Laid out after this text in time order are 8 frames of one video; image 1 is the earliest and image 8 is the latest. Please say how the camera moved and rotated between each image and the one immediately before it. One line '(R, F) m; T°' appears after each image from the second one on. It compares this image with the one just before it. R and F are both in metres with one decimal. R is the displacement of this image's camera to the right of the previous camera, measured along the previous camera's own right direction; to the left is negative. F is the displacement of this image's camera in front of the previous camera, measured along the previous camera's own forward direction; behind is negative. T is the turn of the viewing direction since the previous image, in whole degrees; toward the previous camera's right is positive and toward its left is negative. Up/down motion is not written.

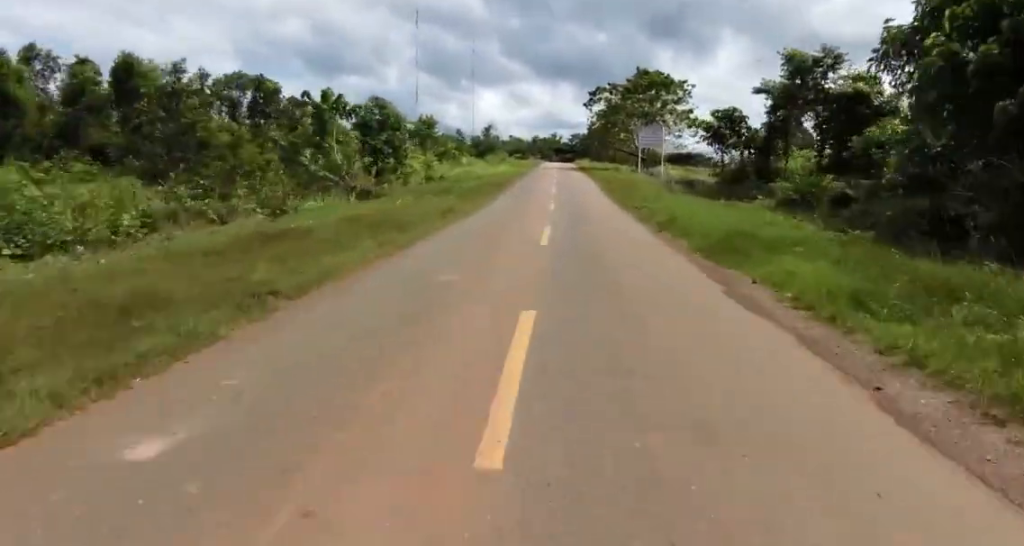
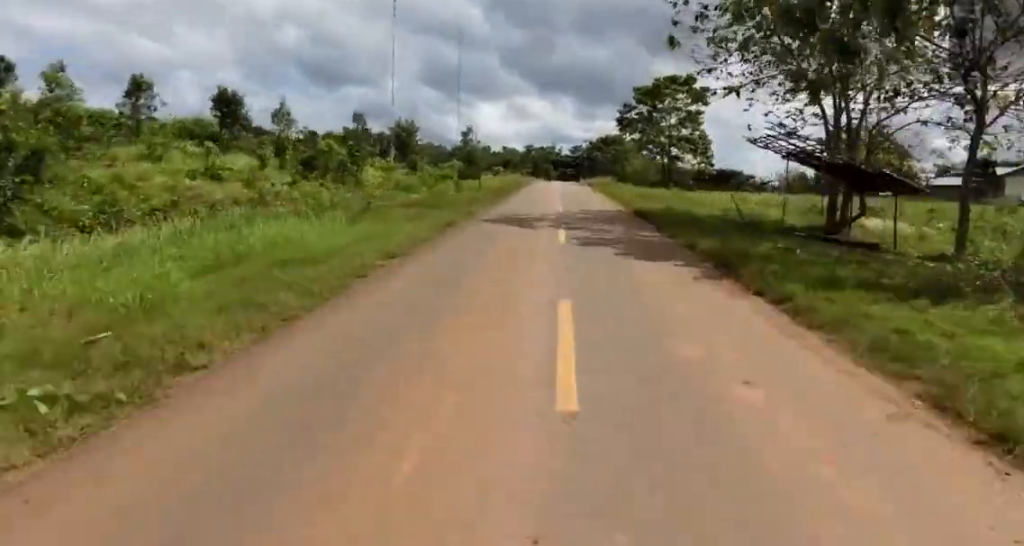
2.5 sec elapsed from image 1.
(0.0, +44.9) m; 0°
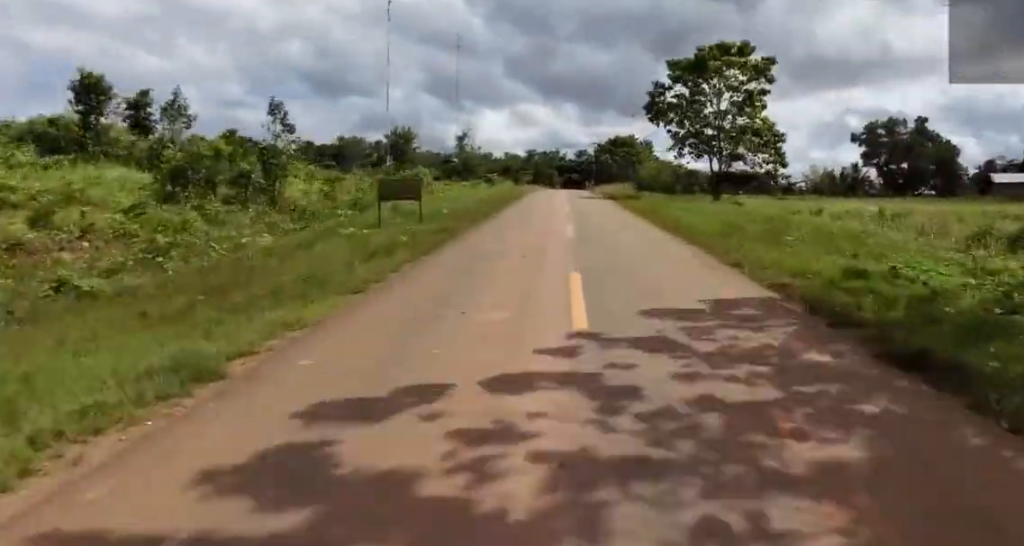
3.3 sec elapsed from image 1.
(0.0, +13.7) m; 0°
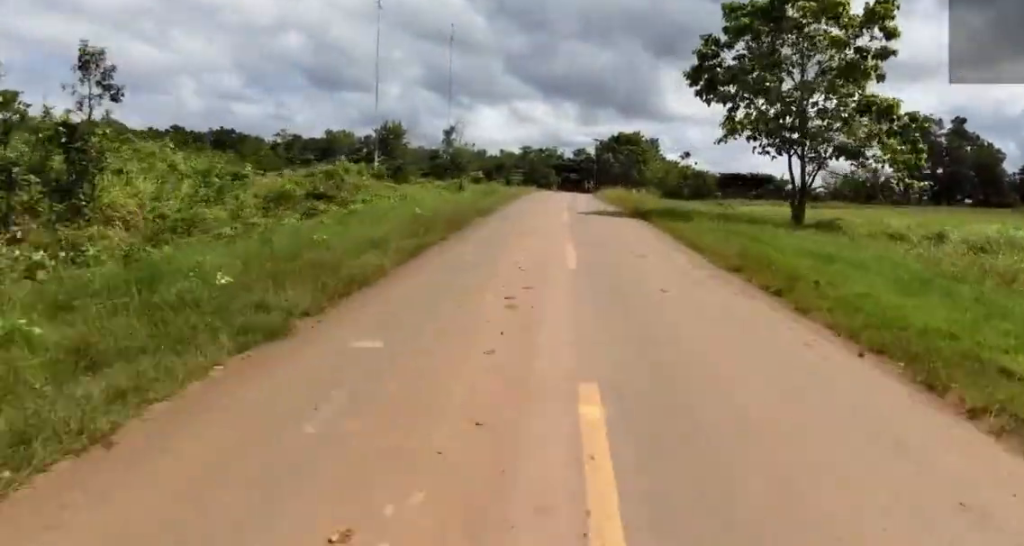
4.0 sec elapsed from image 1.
(0.0, +11.8) m; +1°
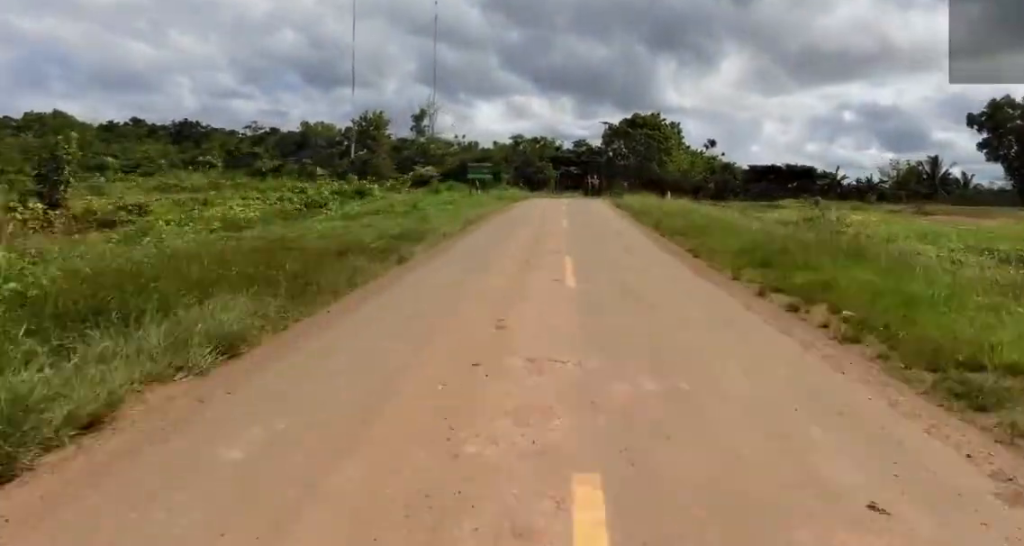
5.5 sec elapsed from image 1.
(+1.3, +24.5) m; +3°
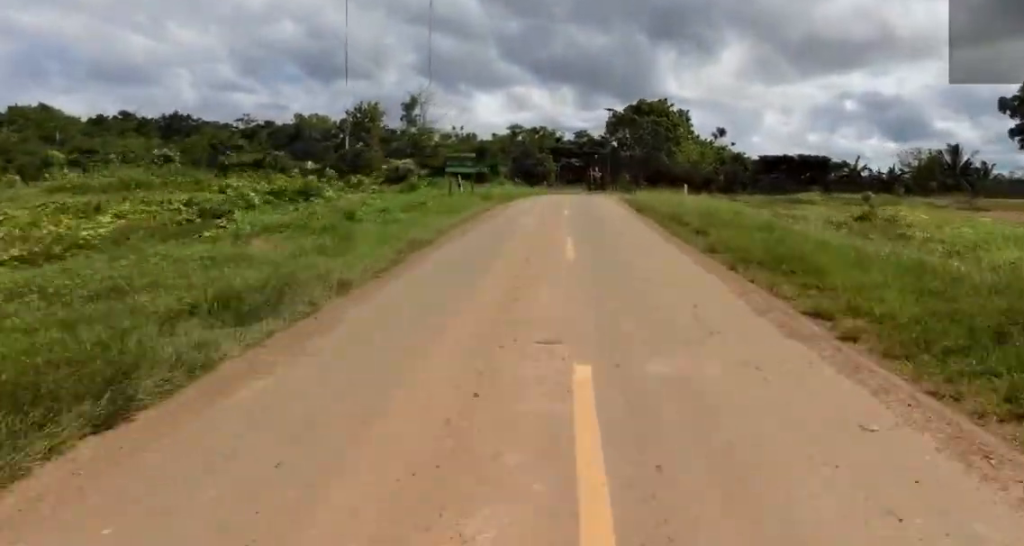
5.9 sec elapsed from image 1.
(-0.2, +6.0) m; 0°
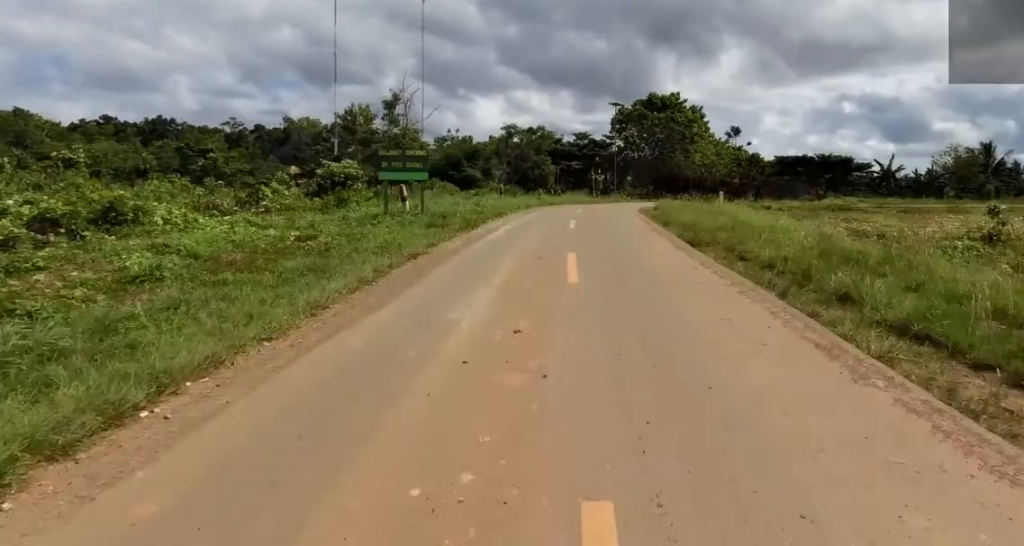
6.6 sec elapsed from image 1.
(-0.5, +8.9) m; 0°
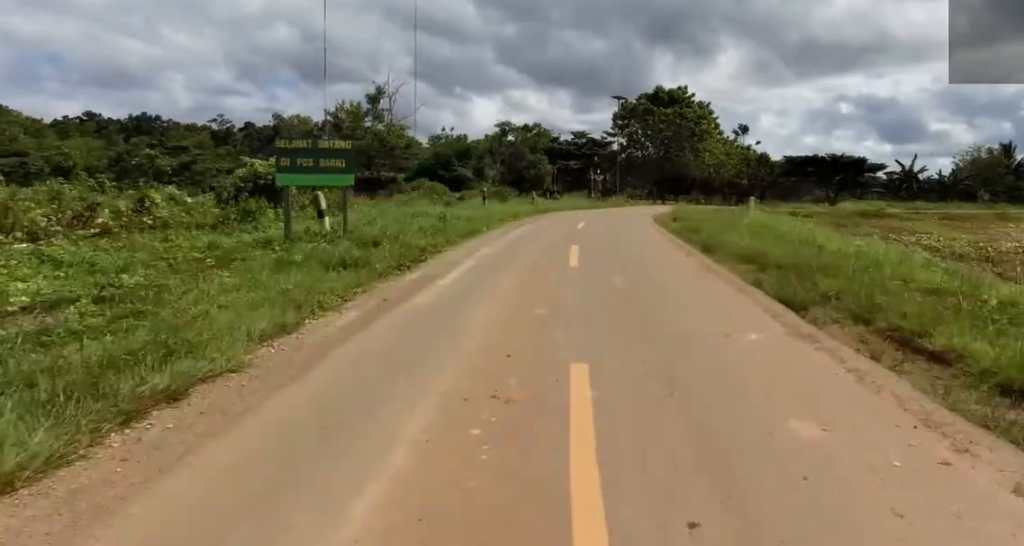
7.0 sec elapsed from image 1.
(+0.2, +5.8) m; 0°
